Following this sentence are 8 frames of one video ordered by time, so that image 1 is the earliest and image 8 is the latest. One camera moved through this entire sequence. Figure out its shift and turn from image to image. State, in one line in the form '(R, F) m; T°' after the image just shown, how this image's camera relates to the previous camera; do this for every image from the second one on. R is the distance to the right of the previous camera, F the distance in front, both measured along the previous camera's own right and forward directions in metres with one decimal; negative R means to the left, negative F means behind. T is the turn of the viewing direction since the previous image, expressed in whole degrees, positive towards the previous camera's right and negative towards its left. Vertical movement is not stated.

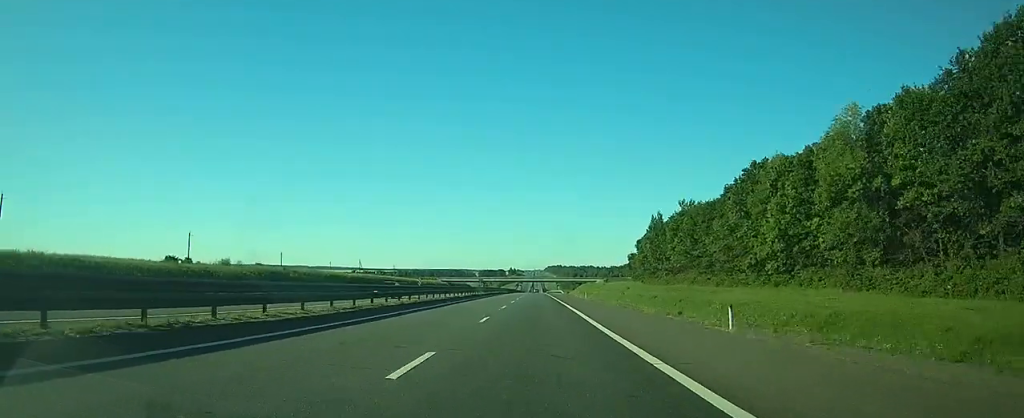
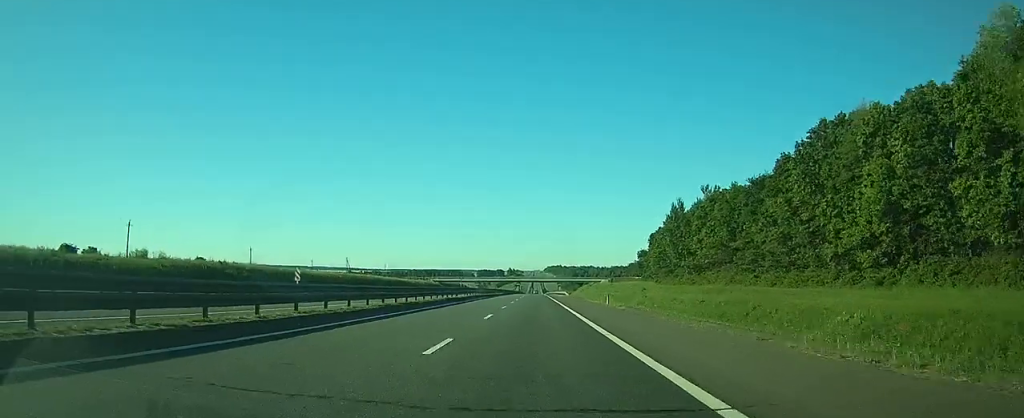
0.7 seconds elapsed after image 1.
(0.0, +21.1) m; 0°
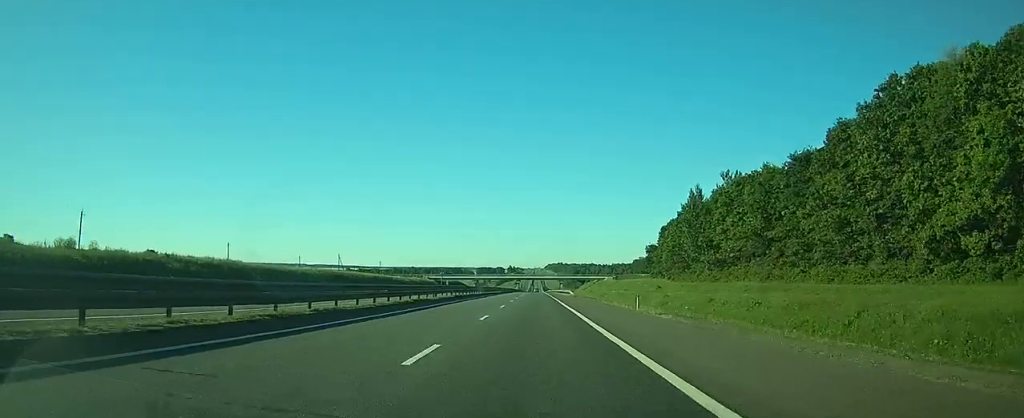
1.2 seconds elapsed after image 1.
(0.0, +13.4) m; 0°
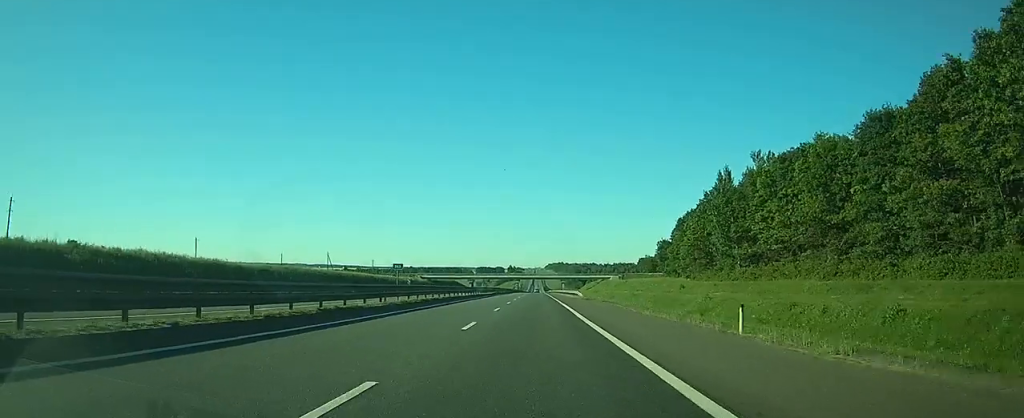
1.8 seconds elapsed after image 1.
(0.0, +16.3) m; 0°
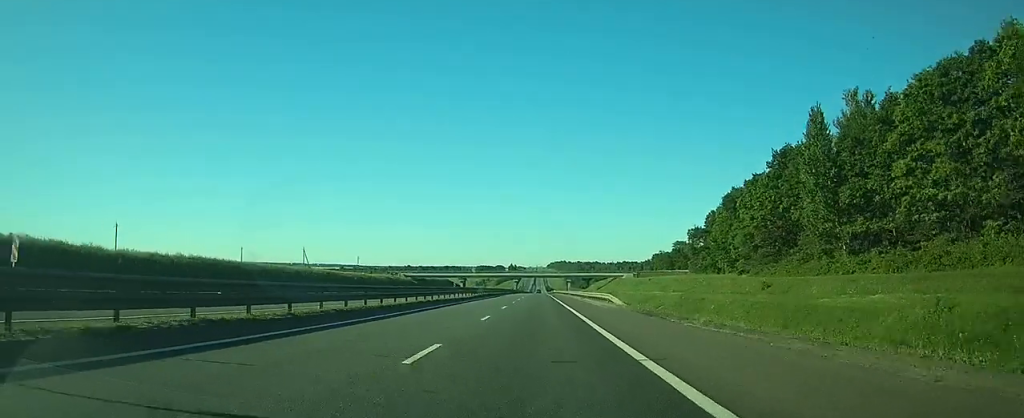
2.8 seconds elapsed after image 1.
(-0.1, +30.9) m; 0°
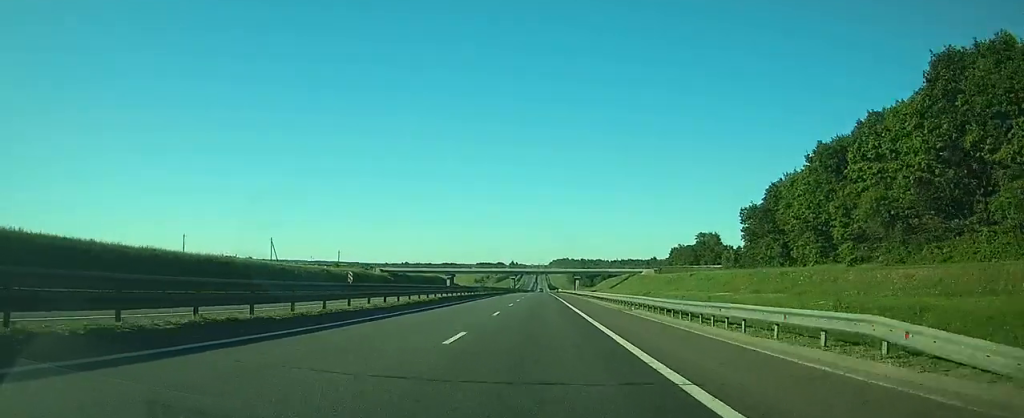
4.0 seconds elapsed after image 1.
(-0.1, +32.9) m; 0°
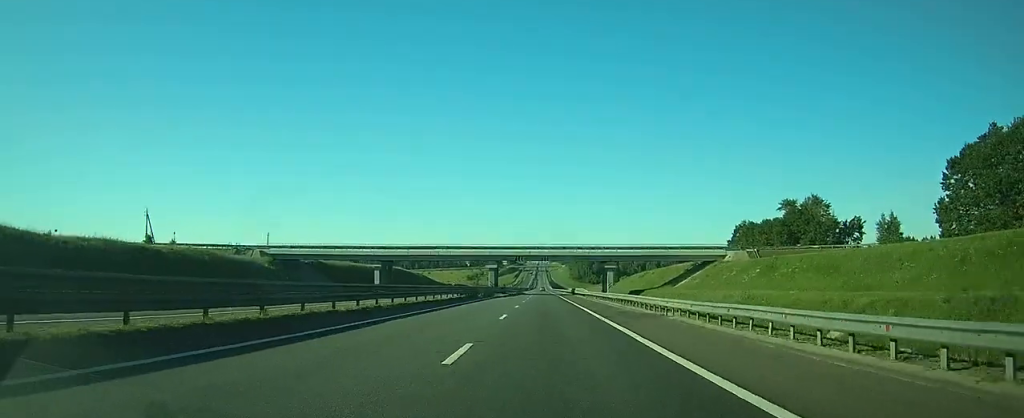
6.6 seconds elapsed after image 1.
(-0.1, +75.7) m; 0°
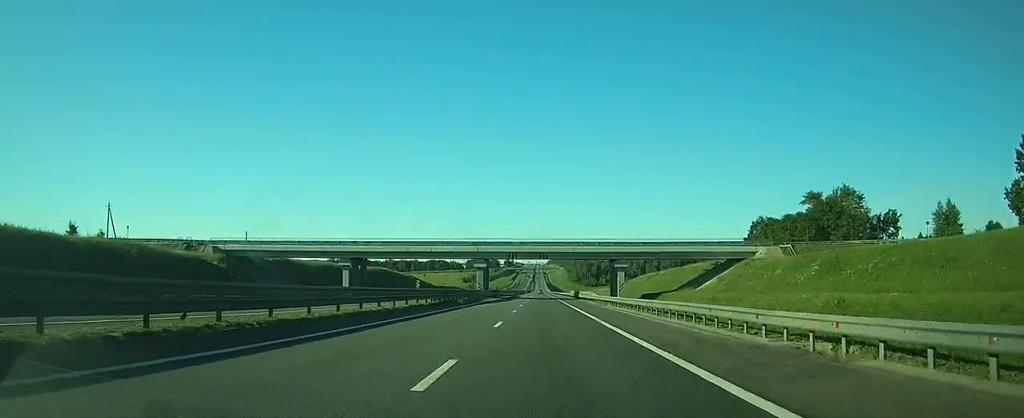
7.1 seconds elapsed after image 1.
(+0.1, +14.5) m; 0°
